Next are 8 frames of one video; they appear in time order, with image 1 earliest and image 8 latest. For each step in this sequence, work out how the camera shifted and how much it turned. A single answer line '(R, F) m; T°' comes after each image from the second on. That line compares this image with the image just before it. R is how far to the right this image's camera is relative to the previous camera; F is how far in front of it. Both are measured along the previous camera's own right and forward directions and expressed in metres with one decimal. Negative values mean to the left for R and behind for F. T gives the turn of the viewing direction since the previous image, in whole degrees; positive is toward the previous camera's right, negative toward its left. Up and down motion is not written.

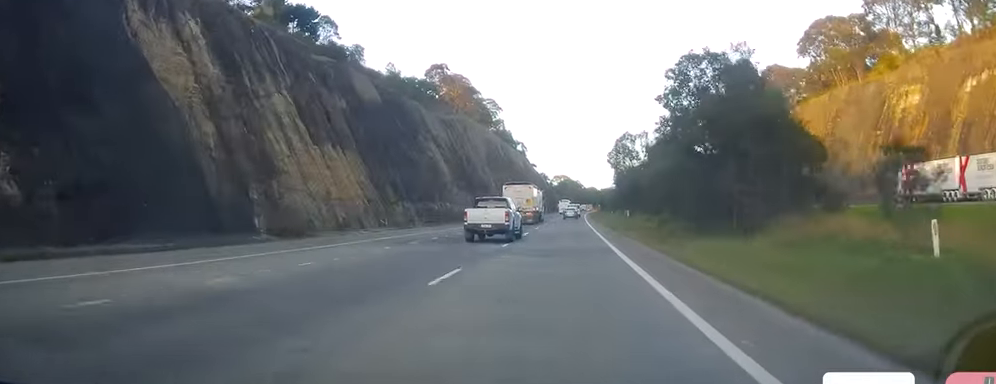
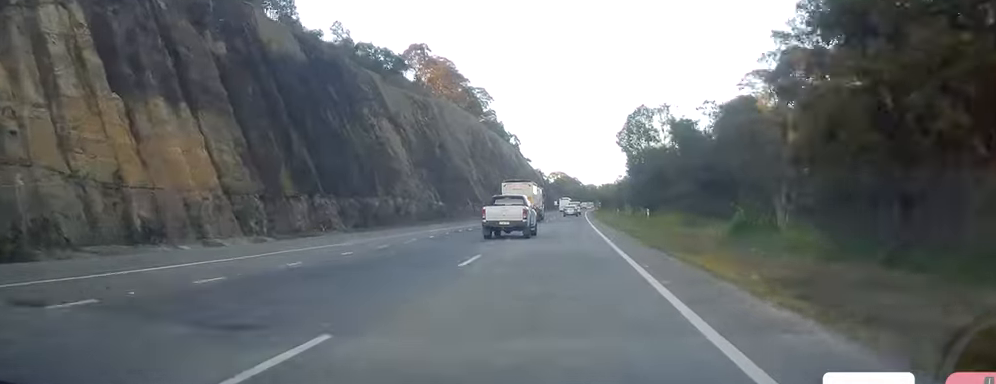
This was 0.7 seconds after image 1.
(-0.1, +20.8) m; 0°
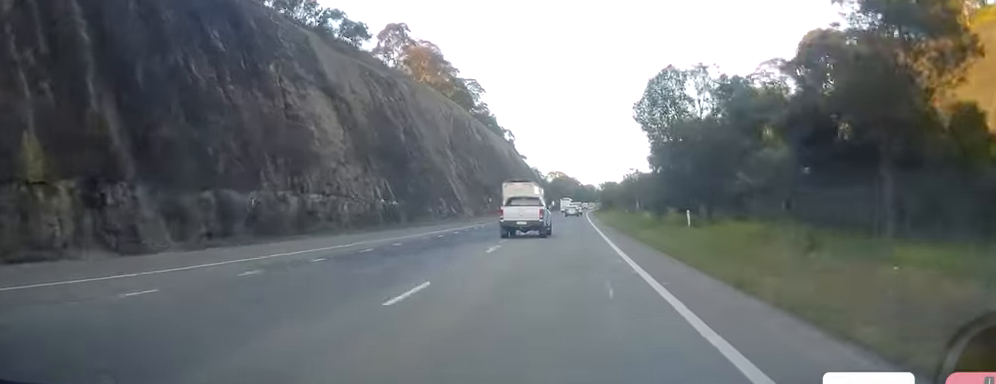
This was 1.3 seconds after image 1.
(+0.1, +18.7) m; +1°
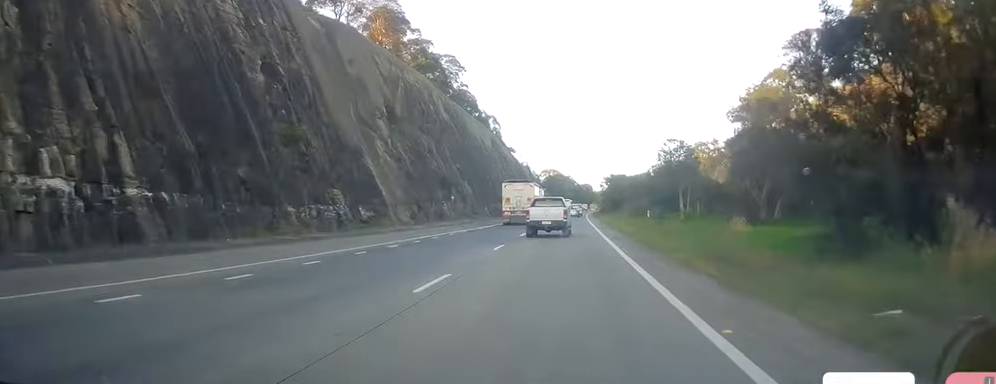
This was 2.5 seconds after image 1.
(+0.5, +33.2) m; 0°
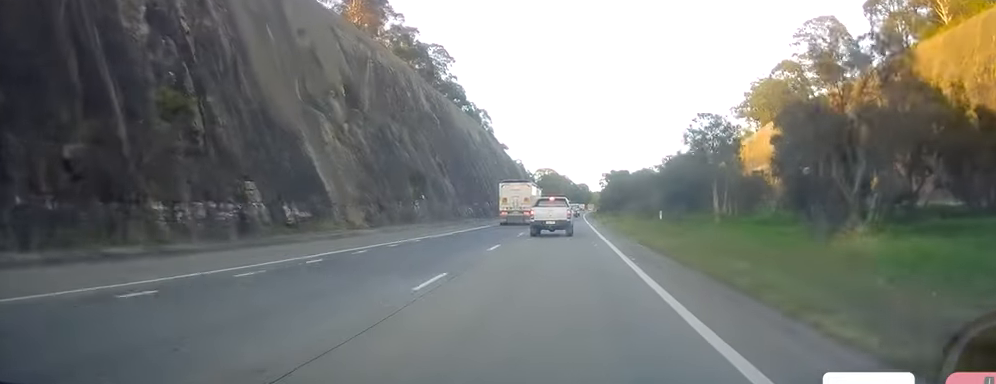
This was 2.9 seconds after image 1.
(+0.1, +11.6) m; 0°
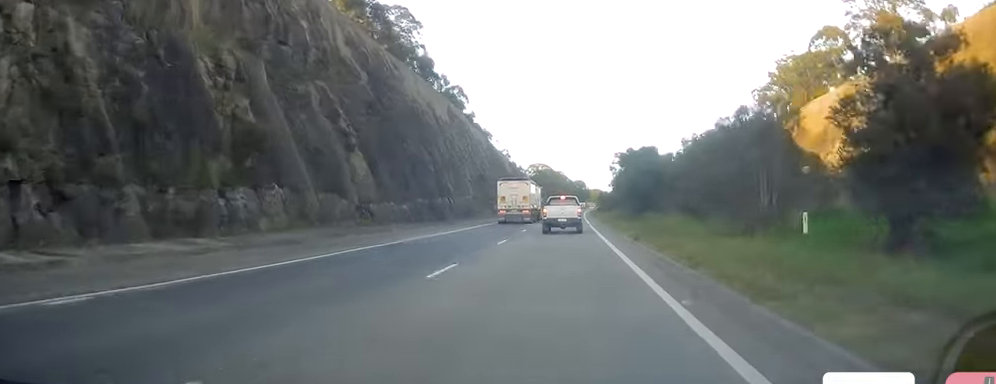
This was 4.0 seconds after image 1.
(-0.4, +33.6) m; +1°
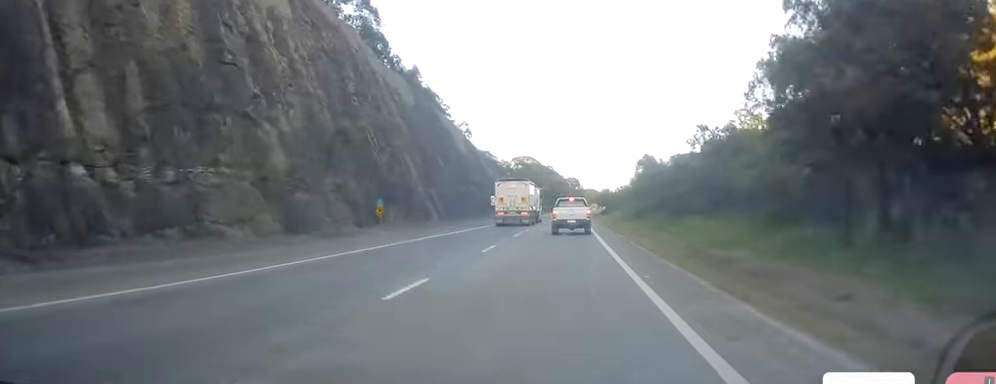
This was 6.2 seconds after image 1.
(+1.3, +62.9) m; +1°
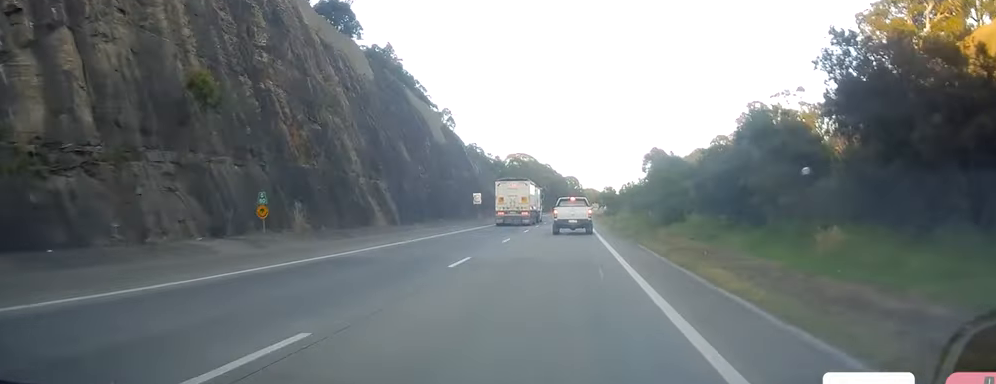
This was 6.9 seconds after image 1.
(-0.2, +18.0) m; 0°
